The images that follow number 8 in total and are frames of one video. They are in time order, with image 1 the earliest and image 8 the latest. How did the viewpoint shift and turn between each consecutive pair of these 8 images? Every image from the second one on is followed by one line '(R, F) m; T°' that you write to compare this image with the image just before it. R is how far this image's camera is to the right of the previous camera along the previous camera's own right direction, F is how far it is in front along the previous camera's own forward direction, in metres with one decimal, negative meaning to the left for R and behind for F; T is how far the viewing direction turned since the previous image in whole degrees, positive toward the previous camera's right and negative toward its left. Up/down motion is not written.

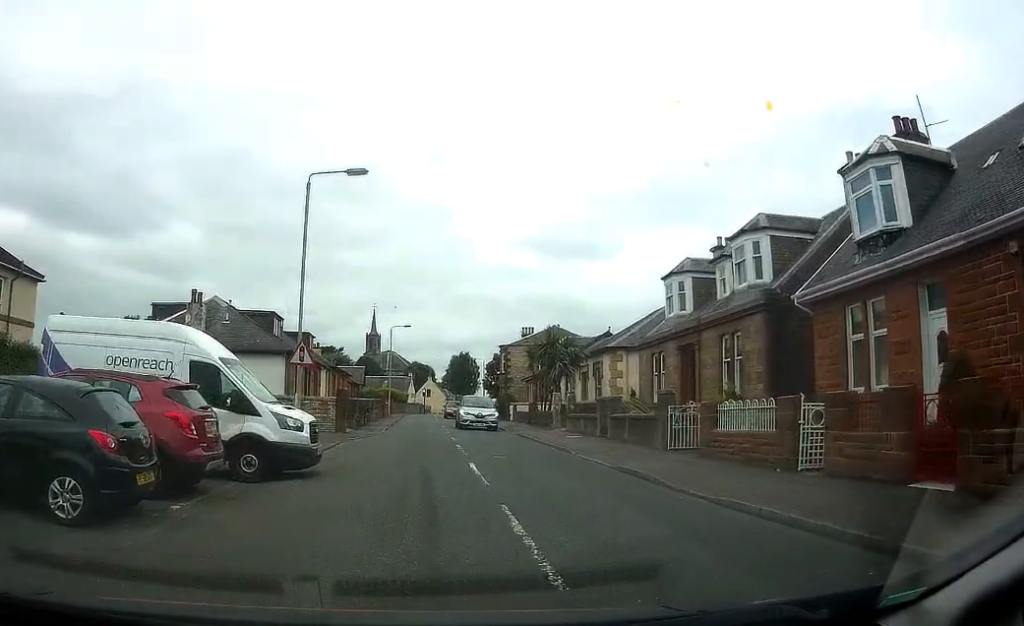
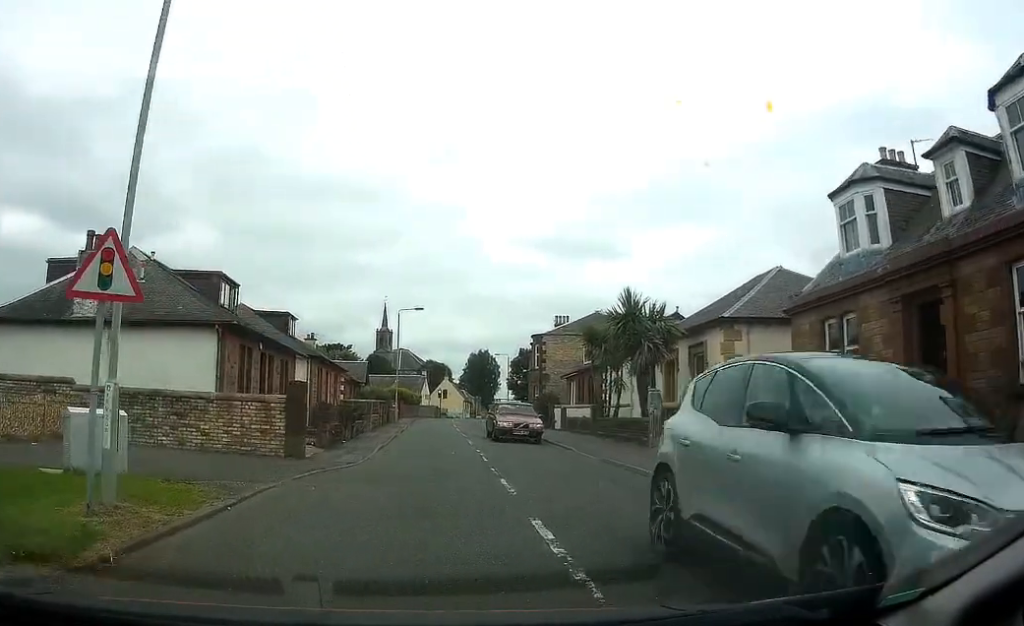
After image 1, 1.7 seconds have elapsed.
(+0.2, +13.5) m; +1°
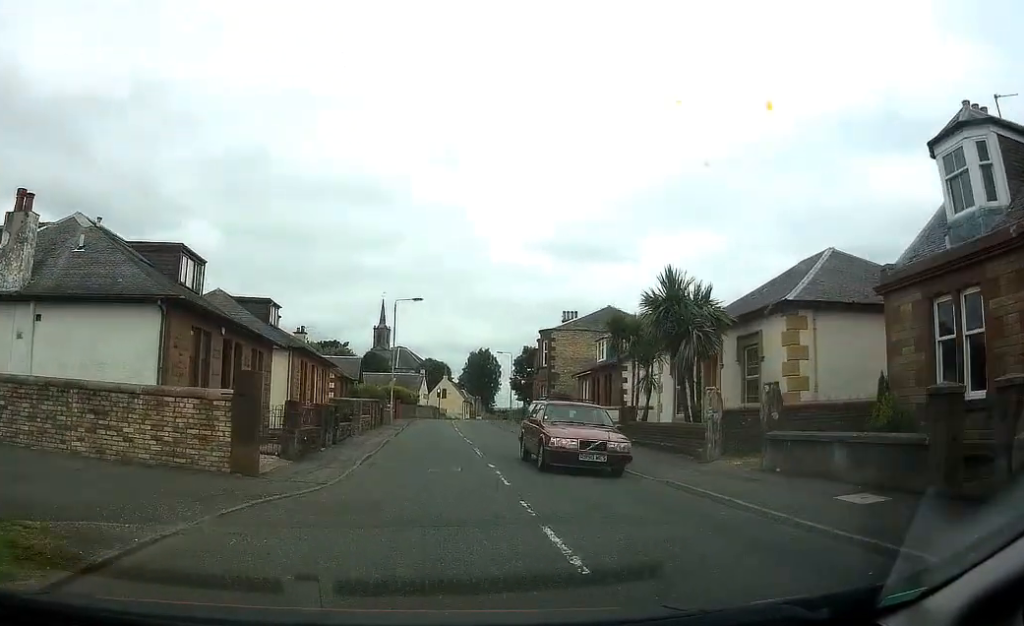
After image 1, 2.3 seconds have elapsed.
(-0.1, +4.7) m; +1°
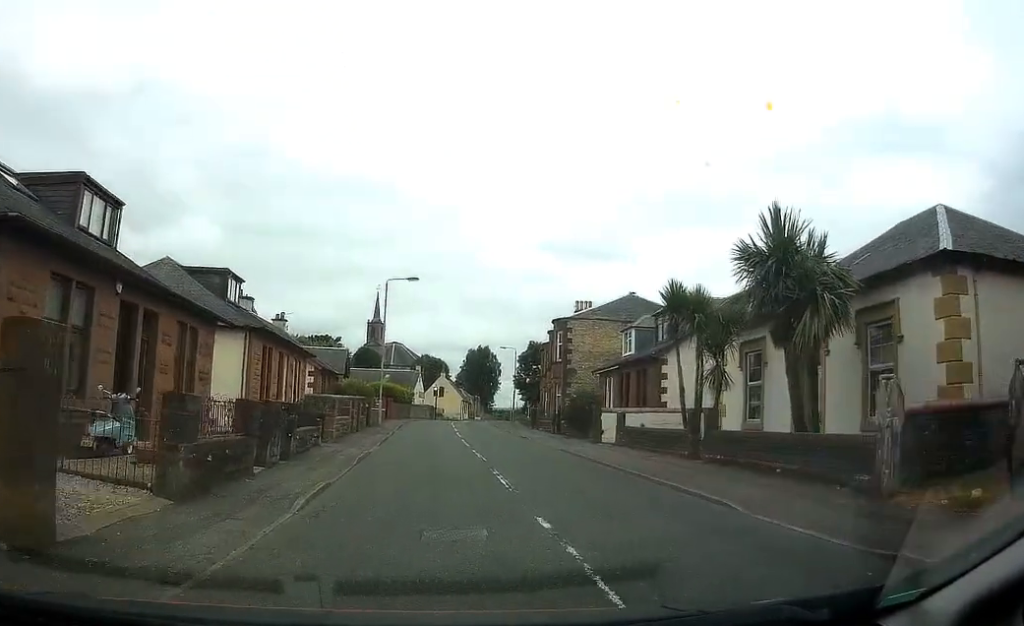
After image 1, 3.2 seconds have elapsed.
(+0.3, +7.2) m; 0°
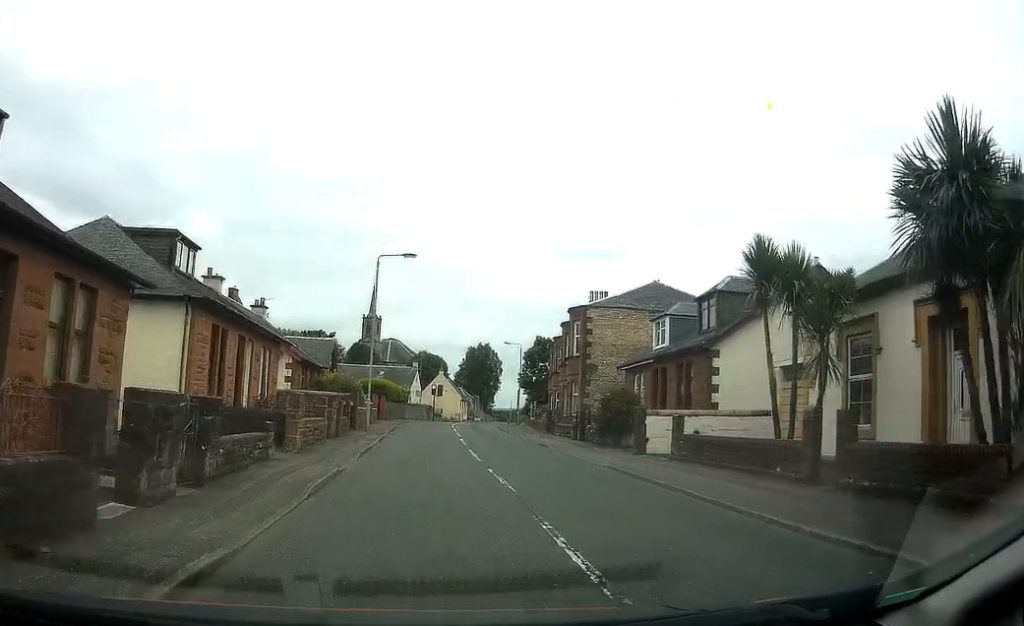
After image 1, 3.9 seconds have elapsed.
(-0.2, +5.8) m; -2°
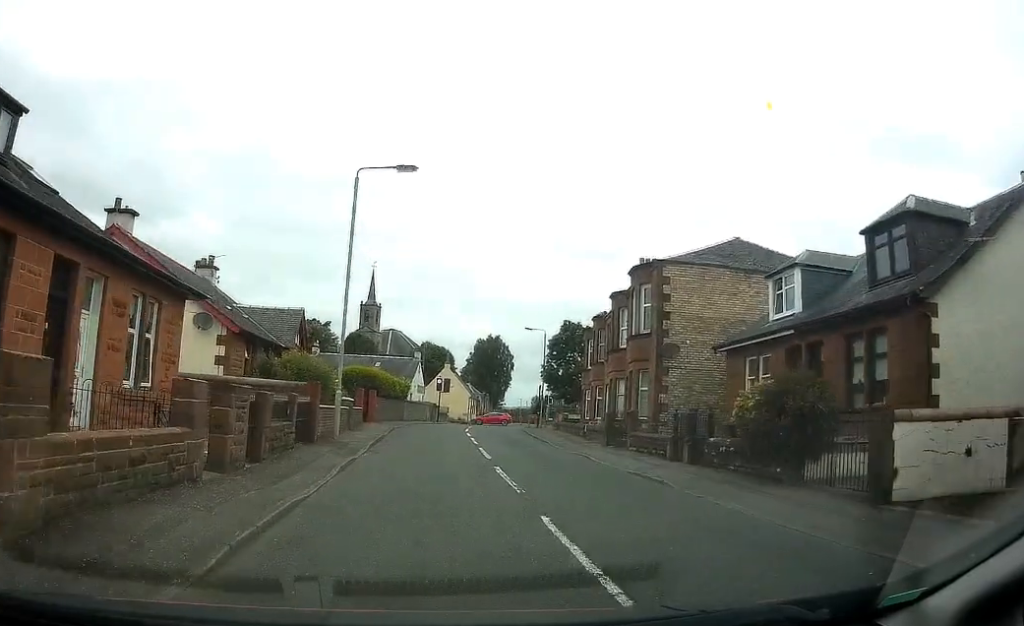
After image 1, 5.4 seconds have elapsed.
(-0.2, +12.2) m; +2°
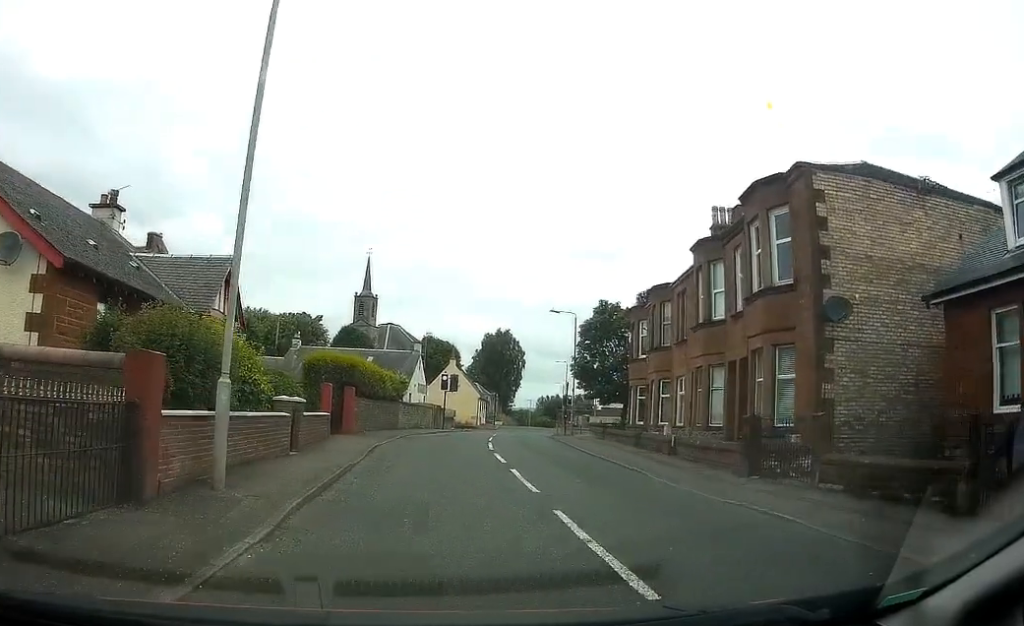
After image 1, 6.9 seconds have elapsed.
(+0.3, +11.5) m; 0°
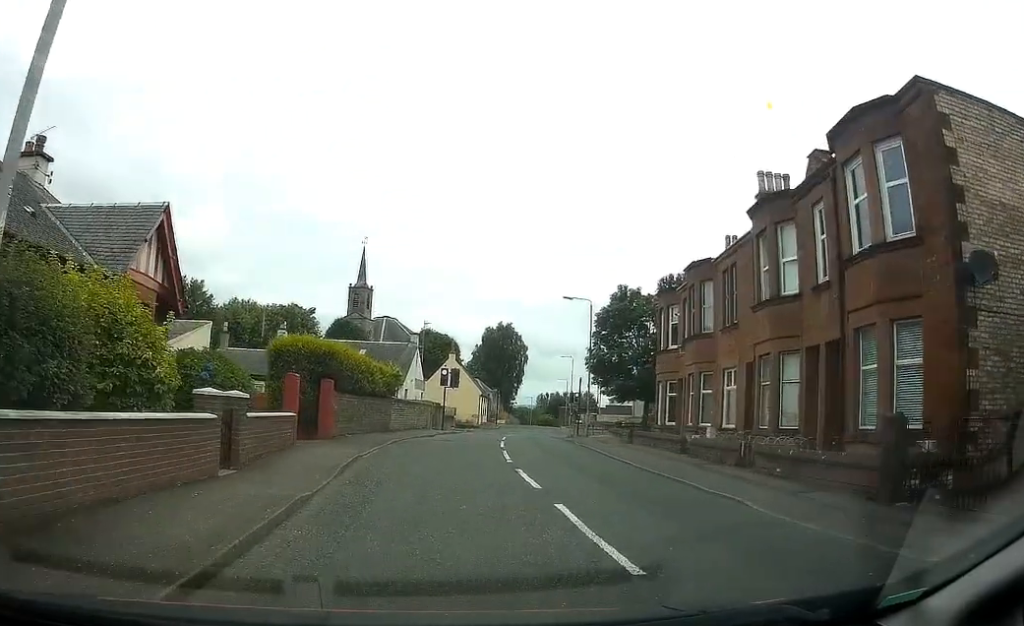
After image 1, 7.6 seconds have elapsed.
(-0.1, +5.3) m; -1°
